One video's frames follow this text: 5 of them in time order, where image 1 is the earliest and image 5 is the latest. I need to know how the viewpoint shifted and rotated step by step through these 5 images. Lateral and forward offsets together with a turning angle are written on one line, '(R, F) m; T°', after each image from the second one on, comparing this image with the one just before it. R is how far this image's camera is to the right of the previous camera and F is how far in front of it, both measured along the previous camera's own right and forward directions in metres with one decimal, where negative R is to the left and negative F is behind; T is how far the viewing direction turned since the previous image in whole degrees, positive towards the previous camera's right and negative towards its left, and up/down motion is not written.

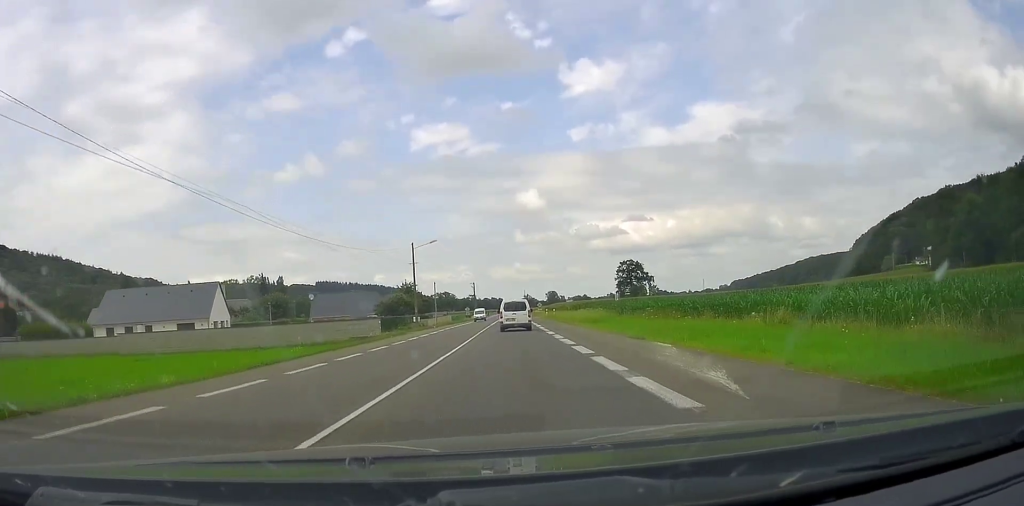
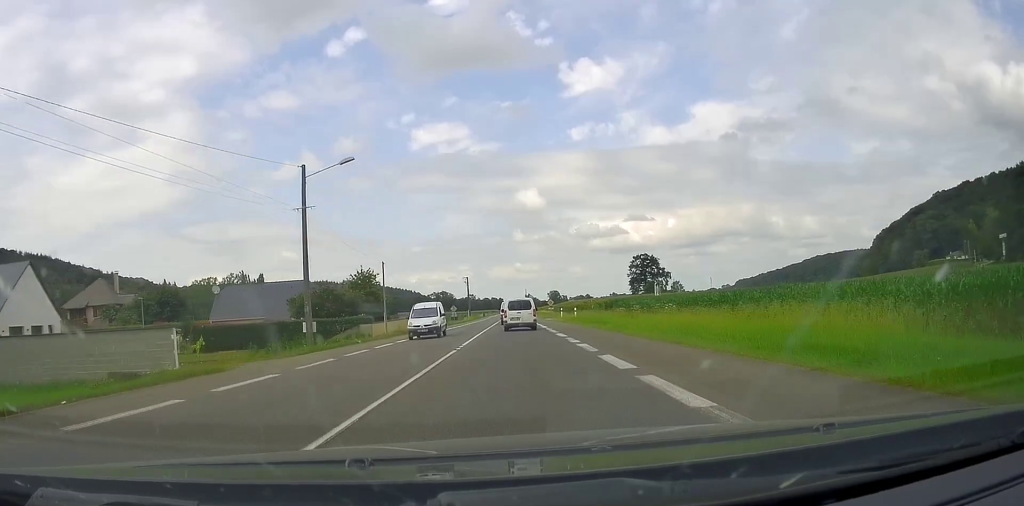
(-0.3, +29.8) m; 0°
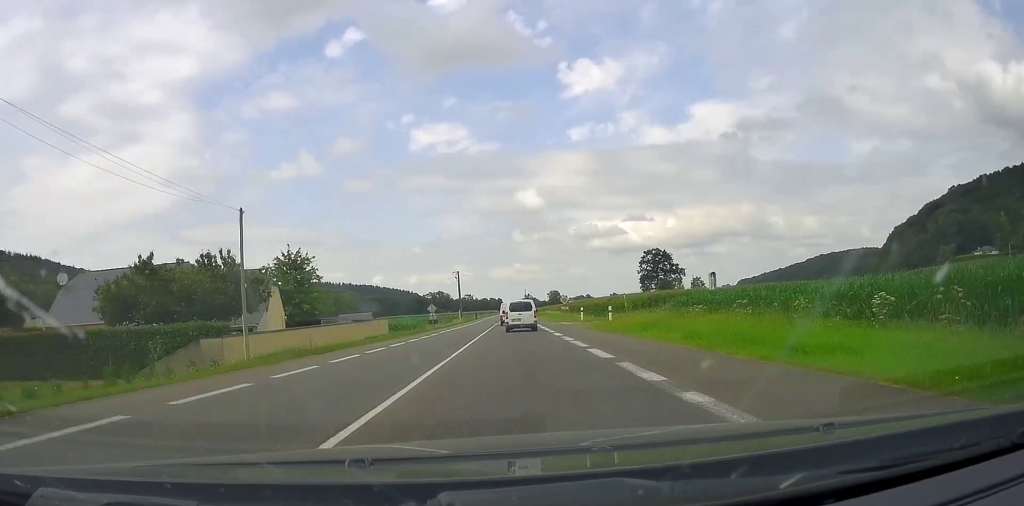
(+0.4, +23.8) m; 0°
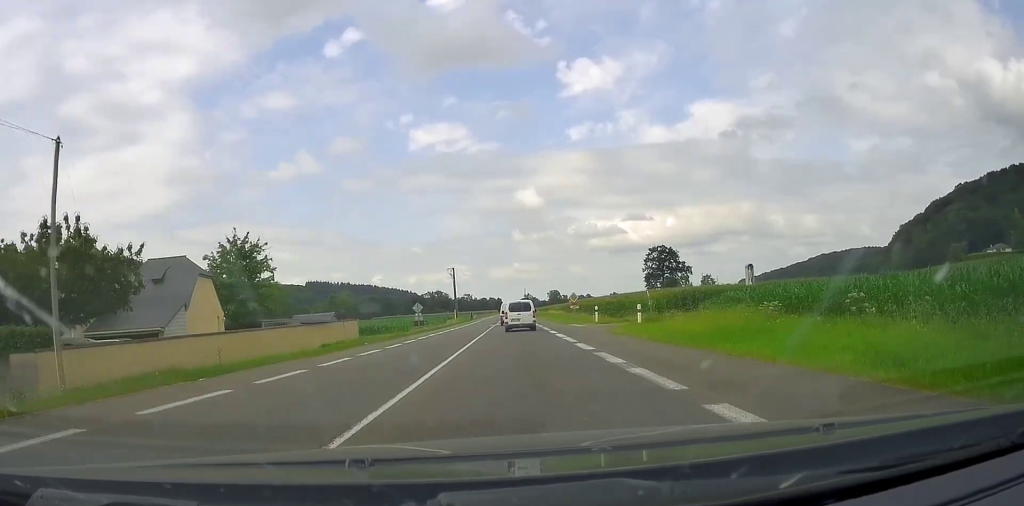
(-0.1, +10.1) m; 0°
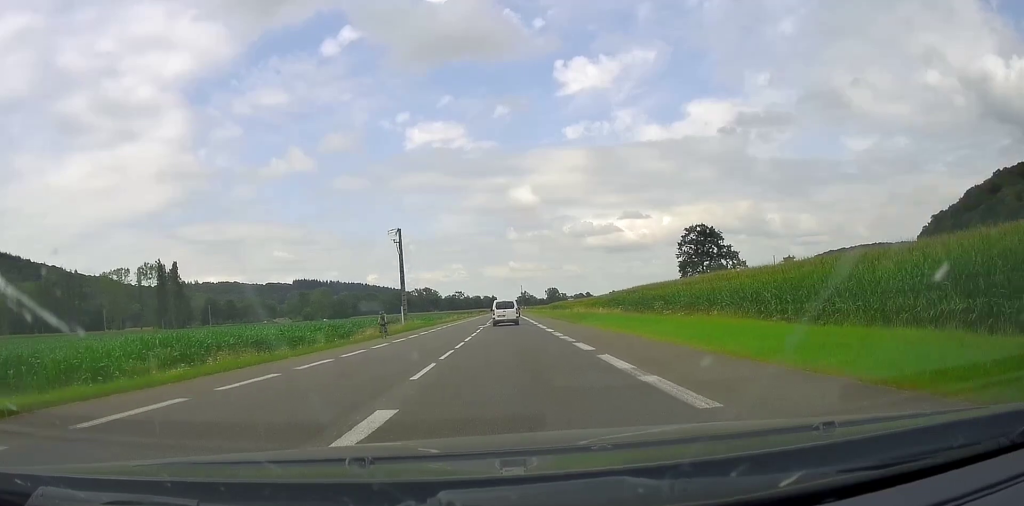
(+0.4, +53.9) m; +1°
